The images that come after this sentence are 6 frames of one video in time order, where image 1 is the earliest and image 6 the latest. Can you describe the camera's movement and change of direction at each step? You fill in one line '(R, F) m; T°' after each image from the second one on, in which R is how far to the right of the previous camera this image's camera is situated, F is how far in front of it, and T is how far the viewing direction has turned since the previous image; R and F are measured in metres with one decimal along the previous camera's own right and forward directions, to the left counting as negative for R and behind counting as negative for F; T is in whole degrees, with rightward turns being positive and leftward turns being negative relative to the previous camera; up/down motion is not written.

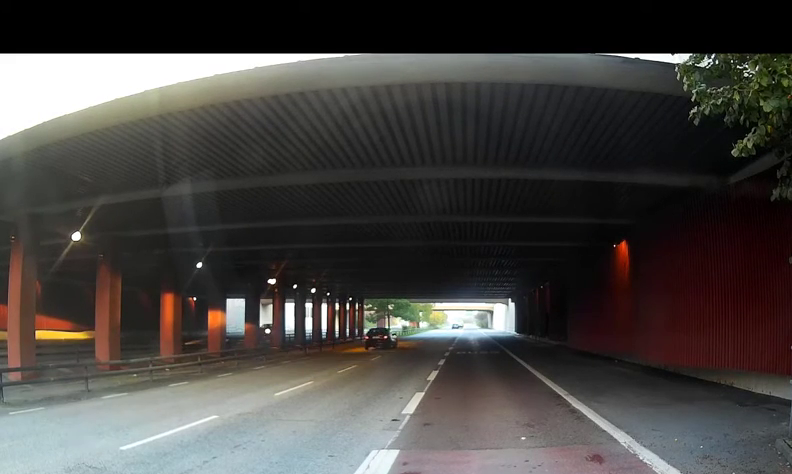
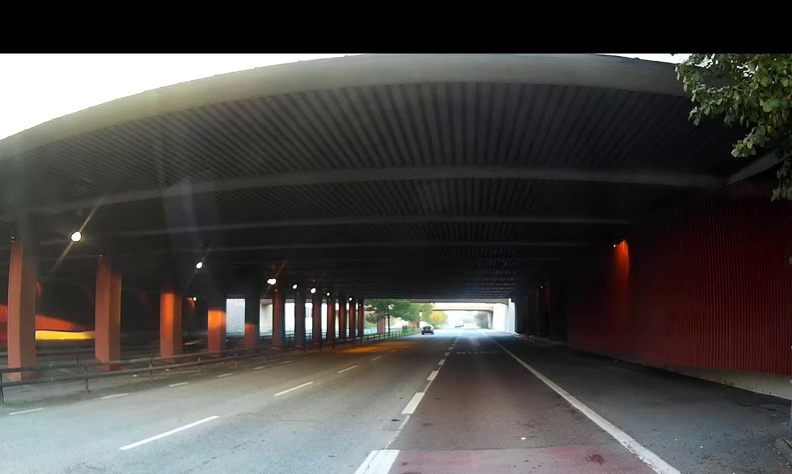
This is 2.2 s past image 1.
(0.0, 0.0) m; 0°
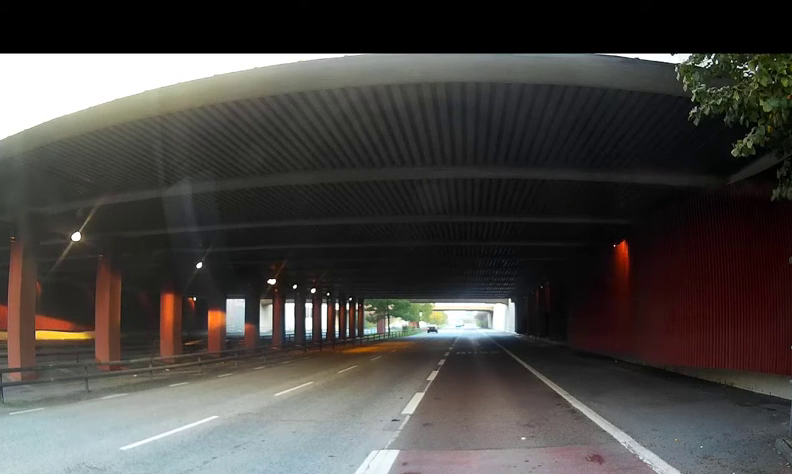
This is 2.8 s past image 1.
(0.0, 0.0) m; 0°
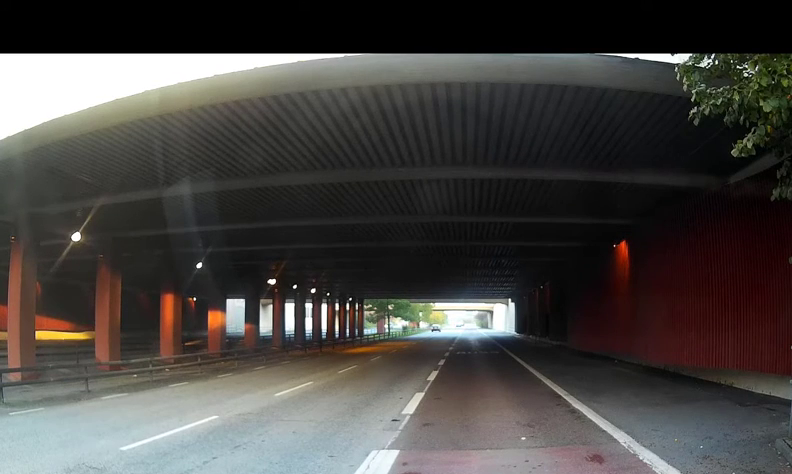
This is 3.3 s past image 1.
(0.0, 0.0) m; 0°
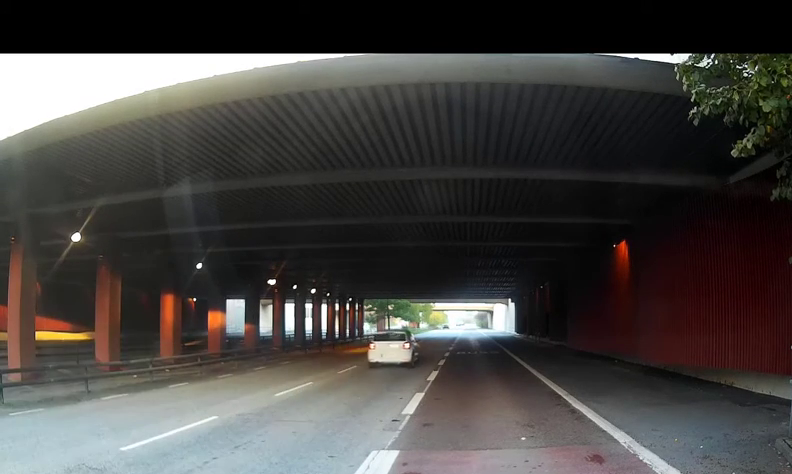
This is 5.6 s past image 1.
(0.0, 0.0) m; 0°
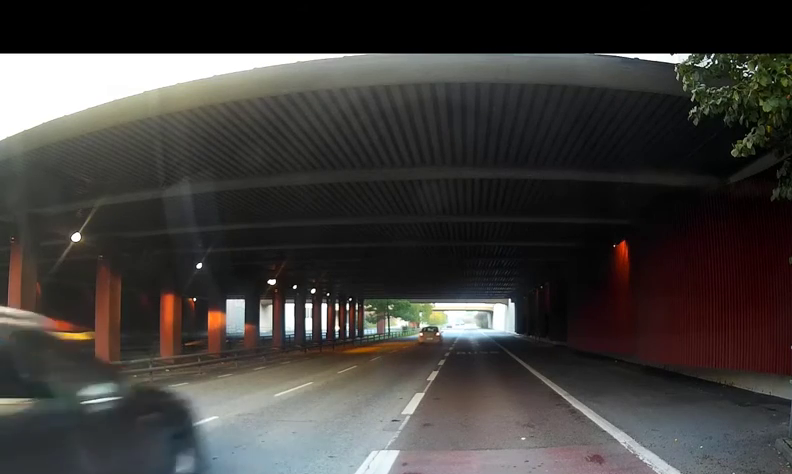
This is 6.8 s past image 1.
(0.0, 0.0) m; 0°
